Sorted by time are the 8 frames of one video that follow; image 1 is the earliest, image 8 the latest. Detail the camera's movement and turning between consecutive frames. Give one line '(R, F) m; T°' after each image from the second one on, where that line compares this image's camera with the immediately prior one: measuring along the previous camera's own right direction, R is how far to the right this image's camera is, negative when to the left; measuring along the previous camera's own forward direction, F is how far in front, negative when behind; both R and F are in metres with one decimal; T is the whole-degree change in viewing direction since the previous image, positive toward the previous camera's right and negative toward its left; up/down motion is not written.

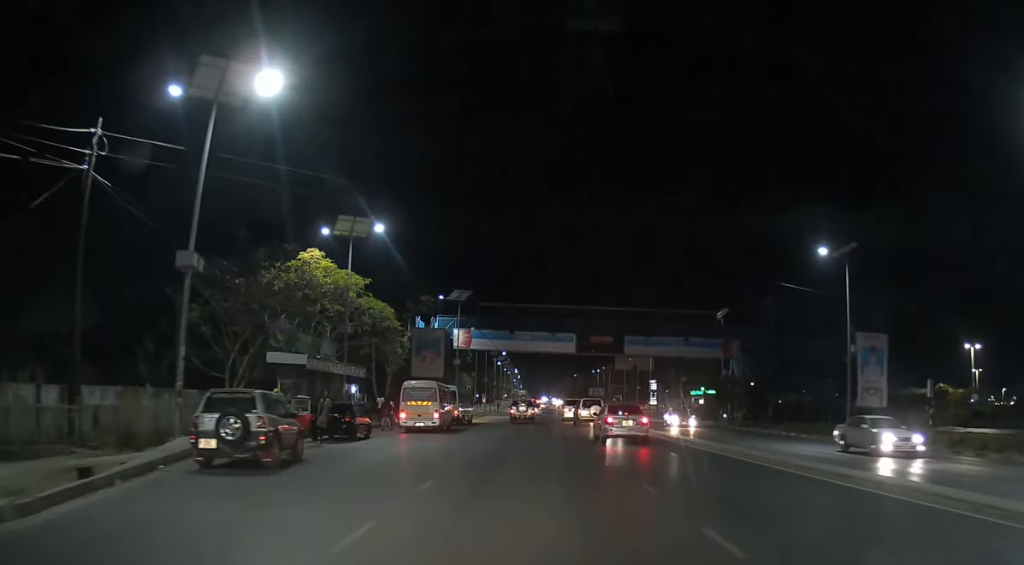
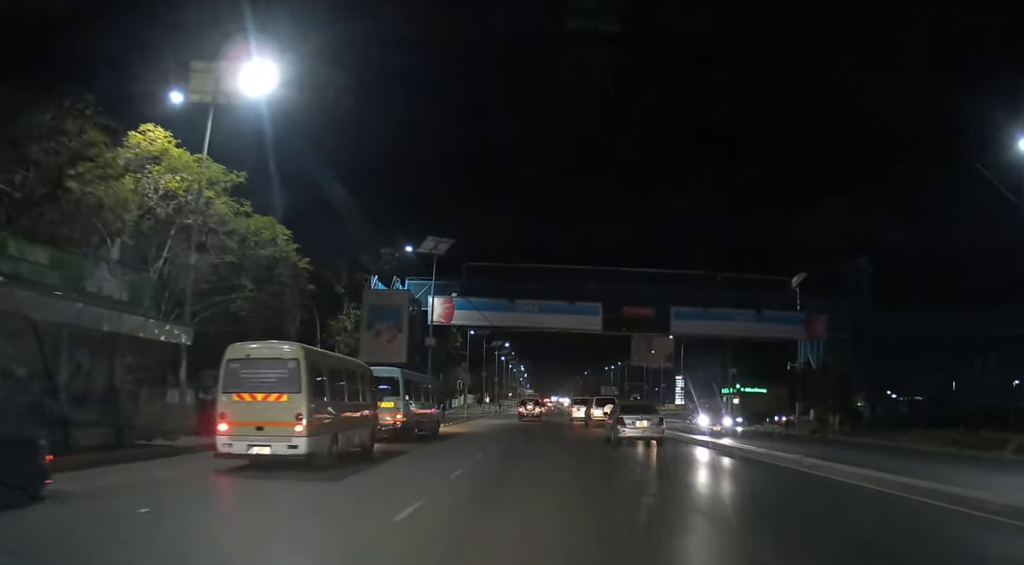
(-0.2, +21.0) m; 0°
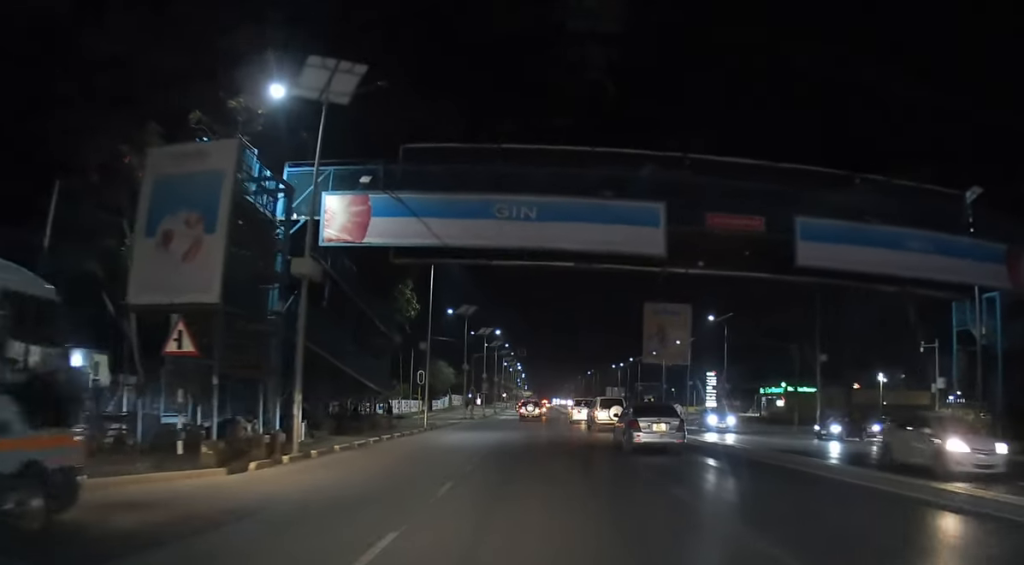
(+0.1, +24.7) m; 0°
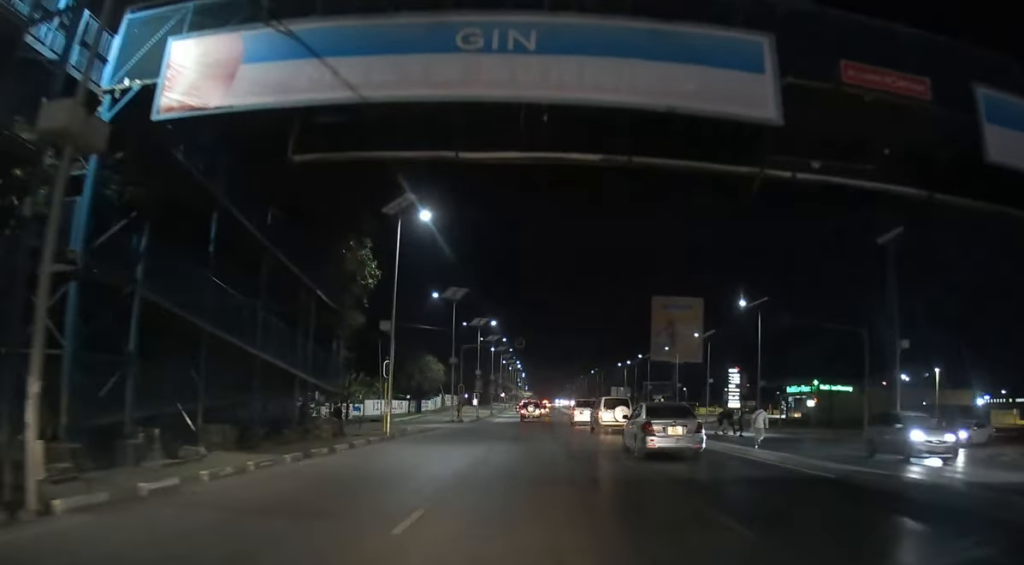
(-0.1, +12.0) m; 0°
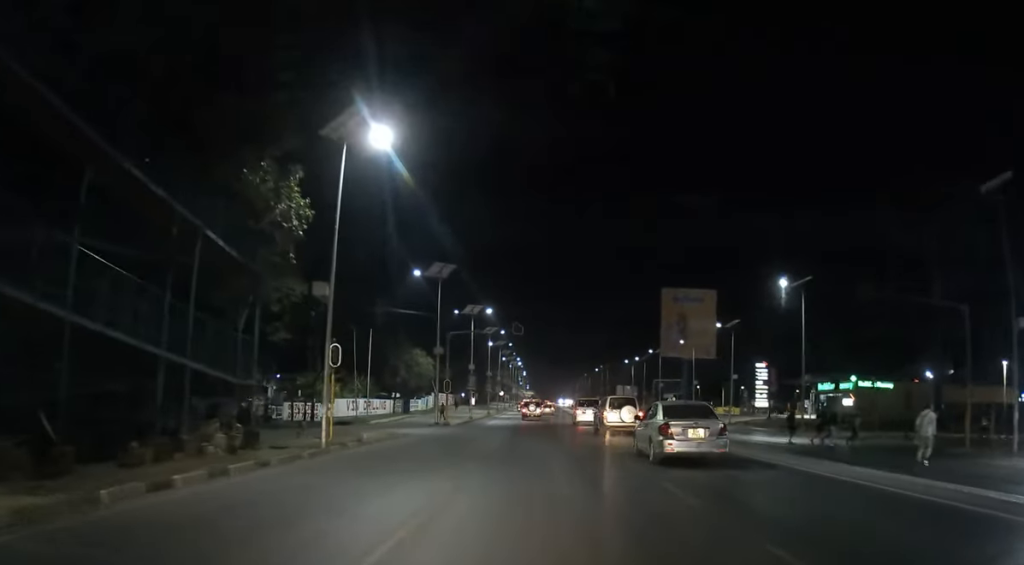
(+0.1, +11.1) m; 0°
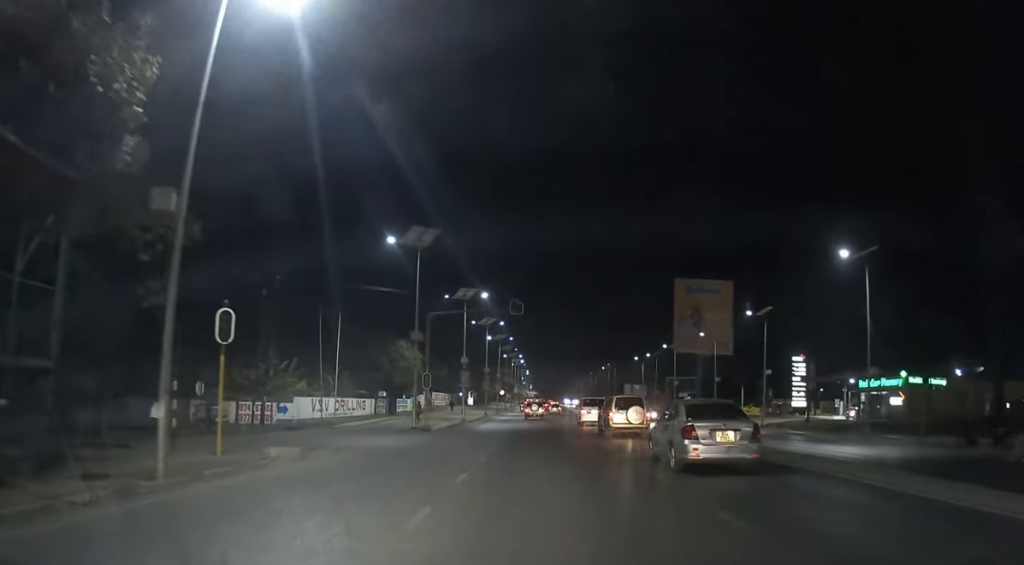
(-0.1, +11.3) m; 0°
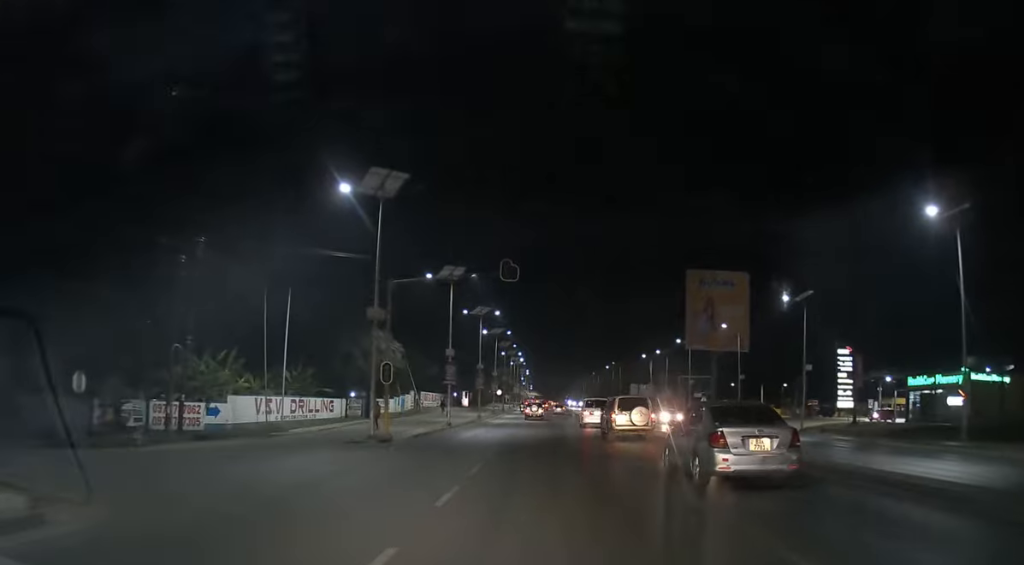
(0.0, +11.4) m; 0°
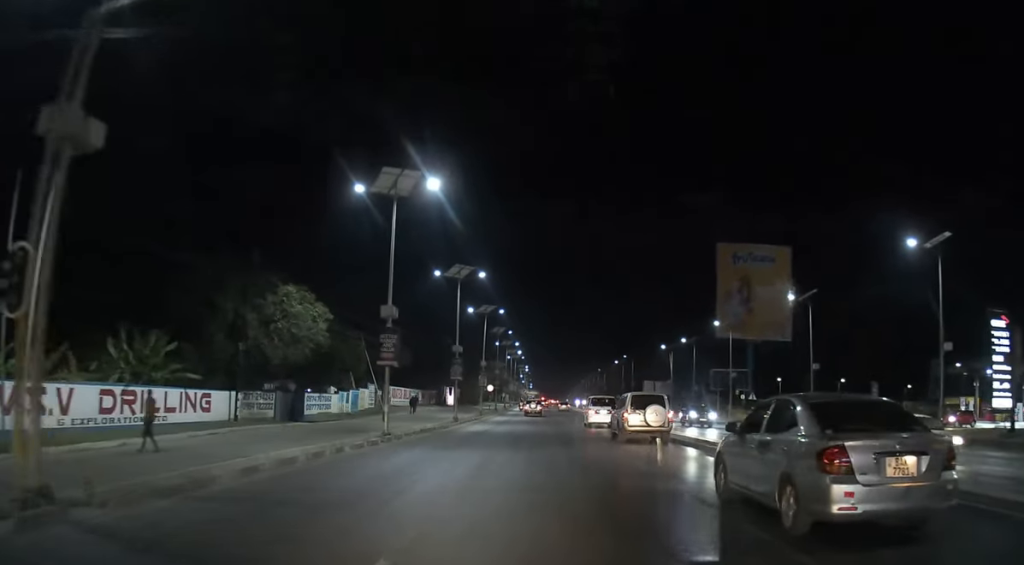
(0.0, +23.2) m; 0°
